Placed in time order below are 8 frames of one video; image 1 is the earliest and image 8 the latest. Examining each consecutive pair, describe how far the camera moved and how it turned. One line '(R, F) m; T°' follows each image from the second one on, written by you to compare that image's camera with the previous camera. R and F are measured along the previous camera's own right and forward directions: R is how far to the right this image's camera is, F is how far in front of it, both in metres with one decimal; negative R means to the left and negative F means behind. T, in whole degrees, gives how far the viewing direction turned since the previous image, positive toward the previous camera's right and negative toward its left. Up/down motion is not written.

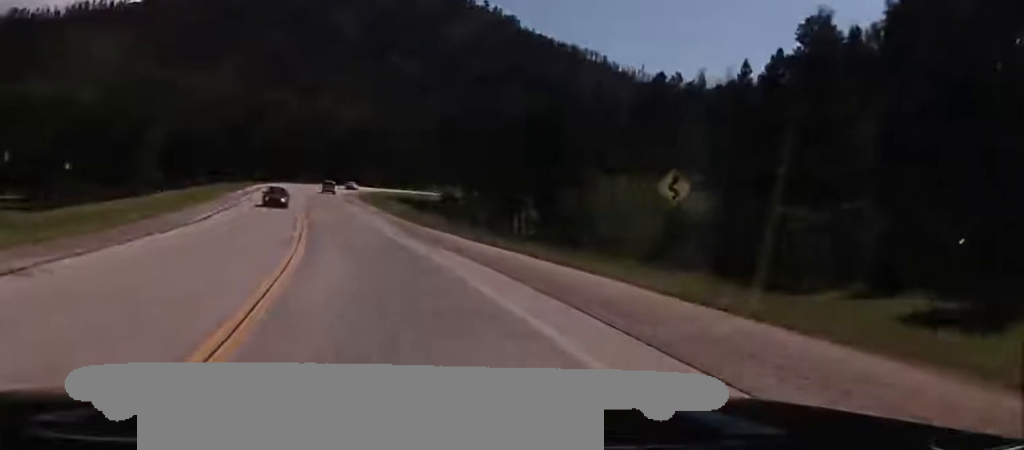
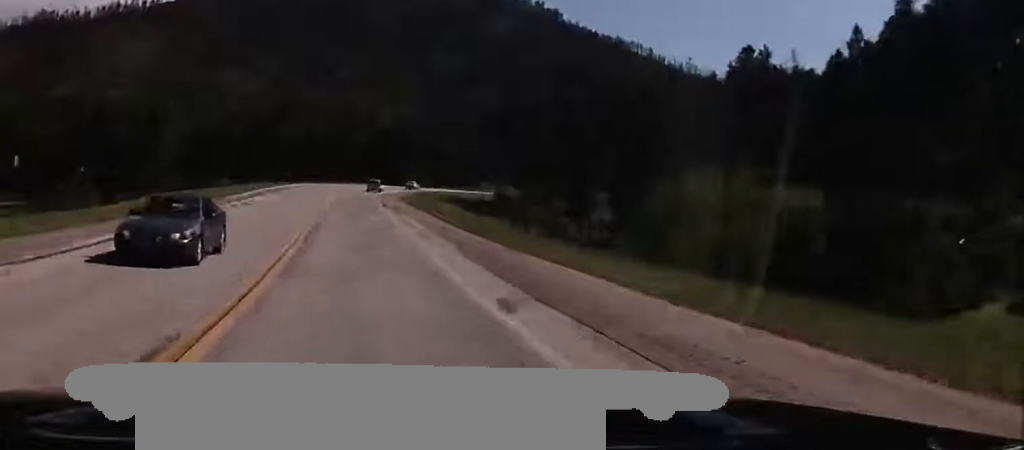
(-0.8, +24.0) m; -3°
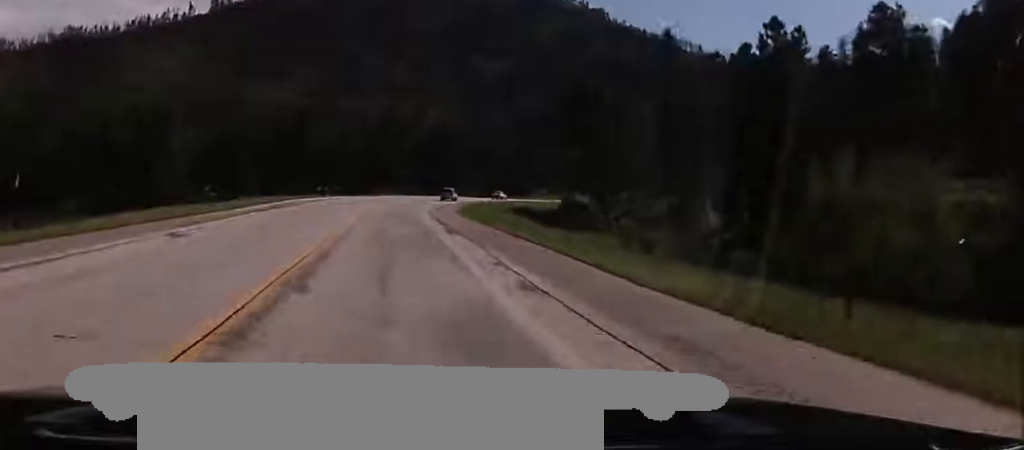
(-0.6, +30.2) m; -3°
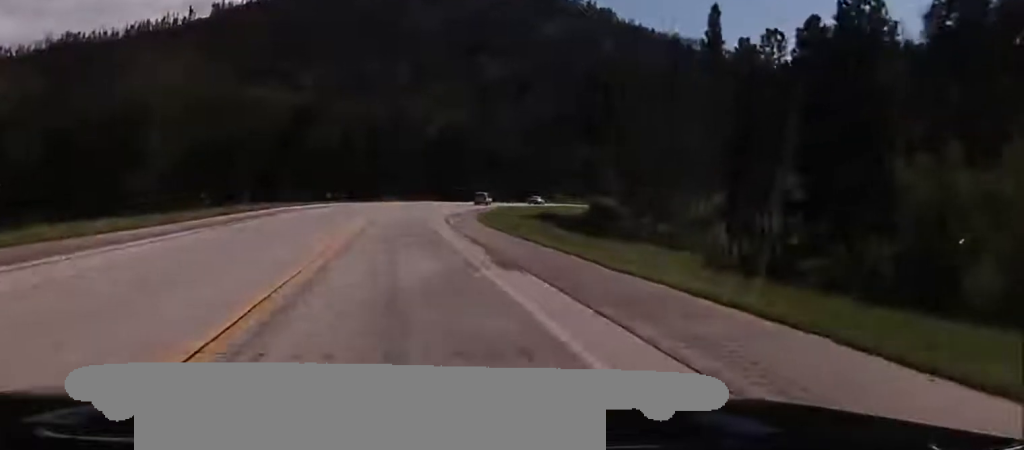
(-0.3, +15.4) m; -1°
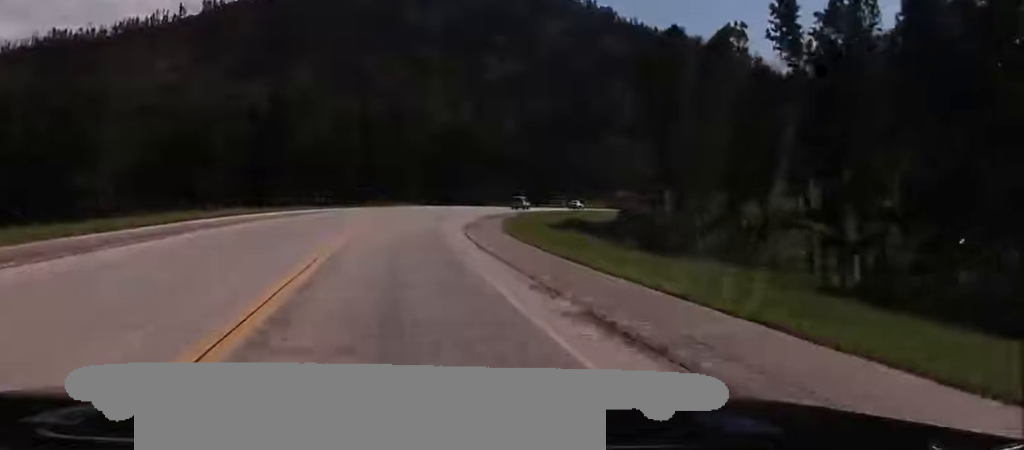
(-0.4, +19.7) m; 0°
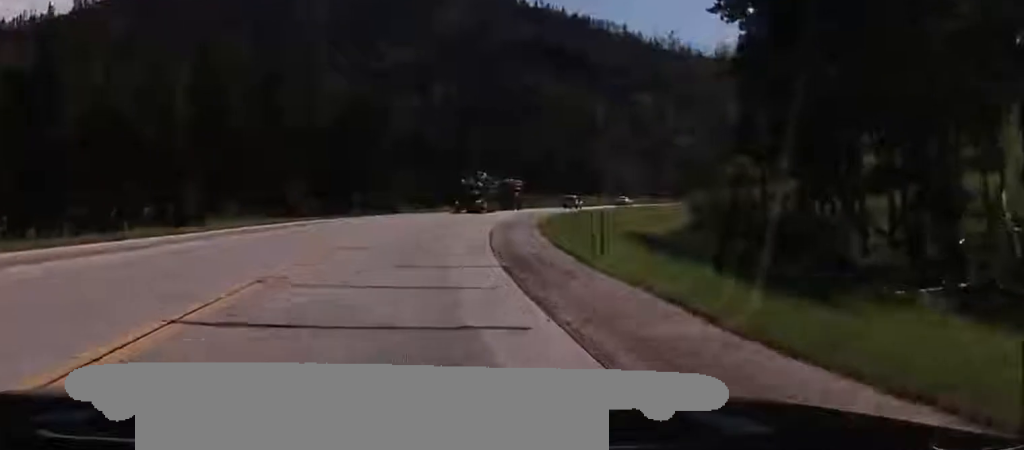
(+2.2, +55.5) m; +6°
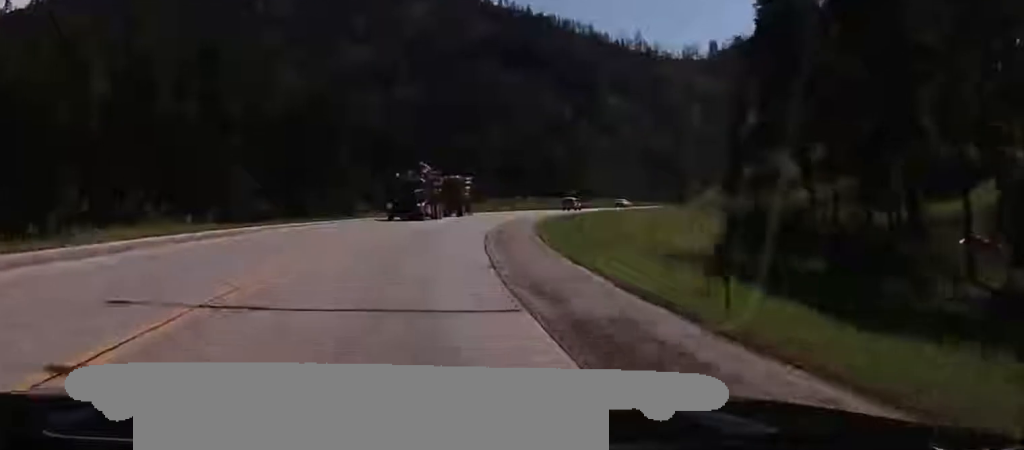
(+0.2, +11.3) m; +2°
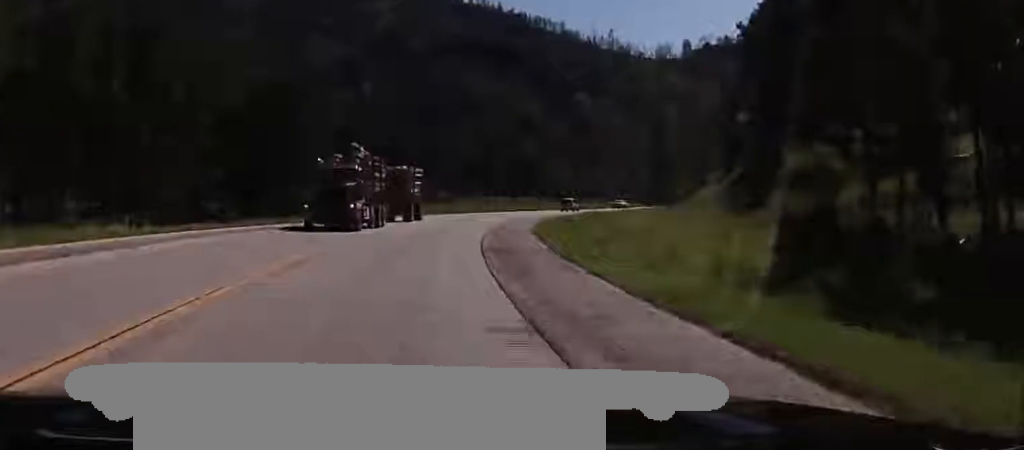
(+0.1, +9.8) m; +3°
